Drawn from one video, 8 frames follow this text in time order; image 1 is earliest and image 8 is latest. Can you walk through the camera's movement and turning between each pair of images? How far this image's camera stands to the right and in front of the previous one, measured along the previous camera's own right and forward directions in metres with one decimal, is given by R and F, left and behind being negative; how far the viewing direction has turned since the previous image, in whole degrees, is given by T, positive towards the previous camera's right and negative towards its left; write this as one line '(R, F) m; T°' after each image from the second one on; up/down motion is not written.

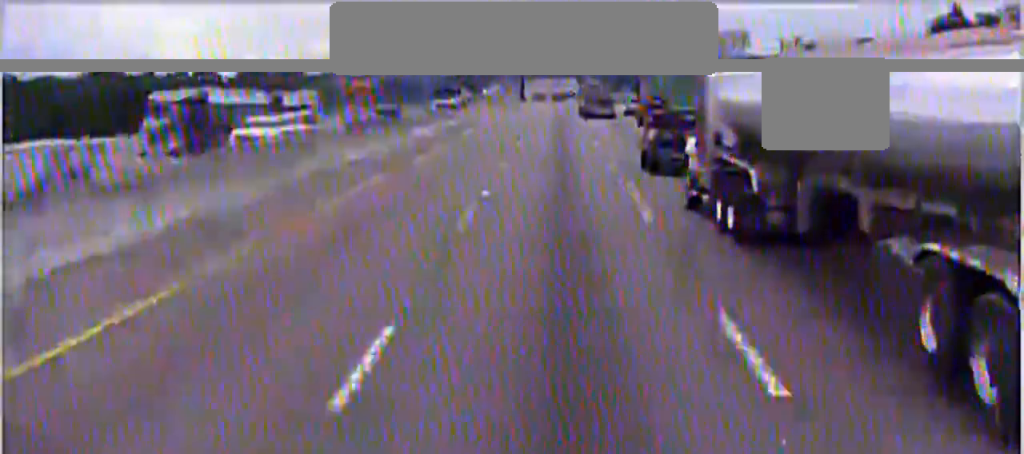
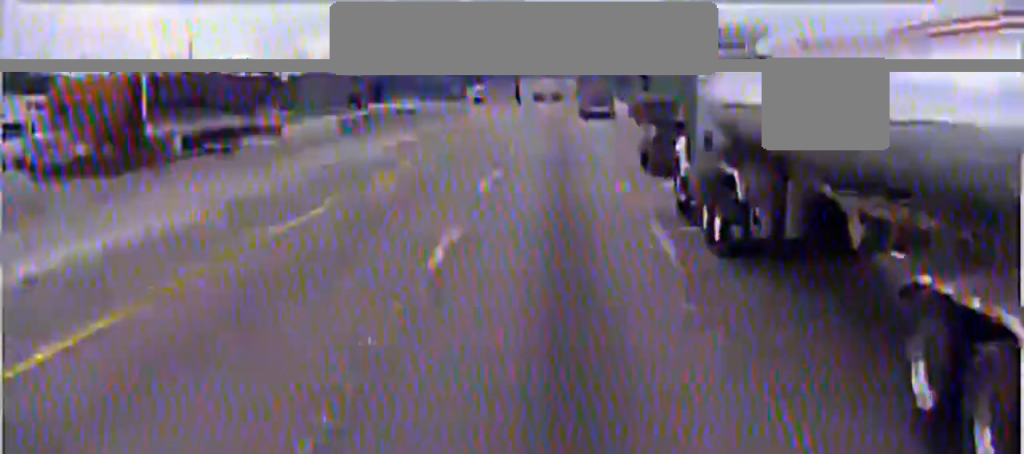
(+0.2, +29.7) m; 0°
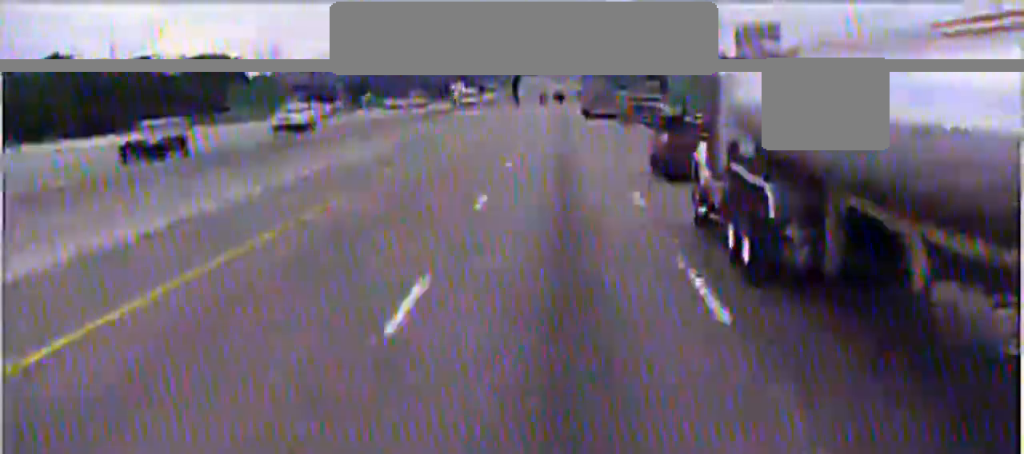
(-0.1, +28.6) m; +1°
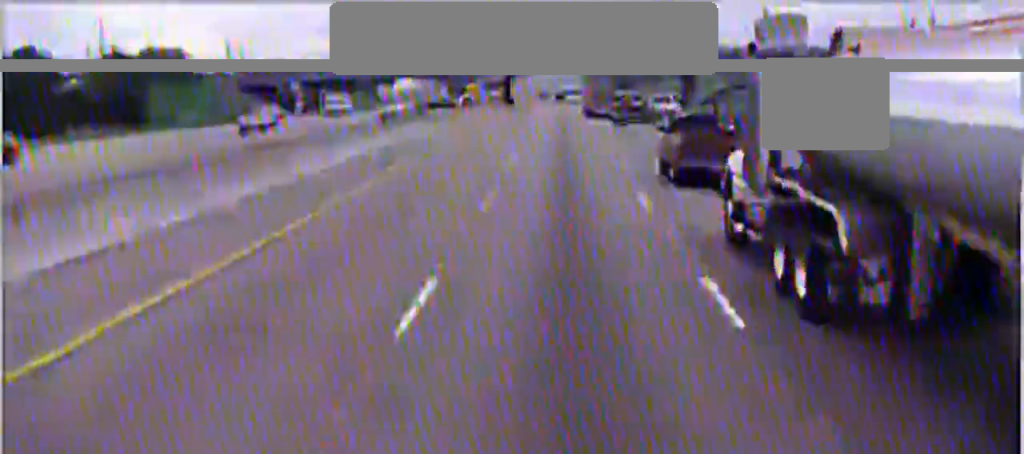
(+0.7, +36.5) m; +1°
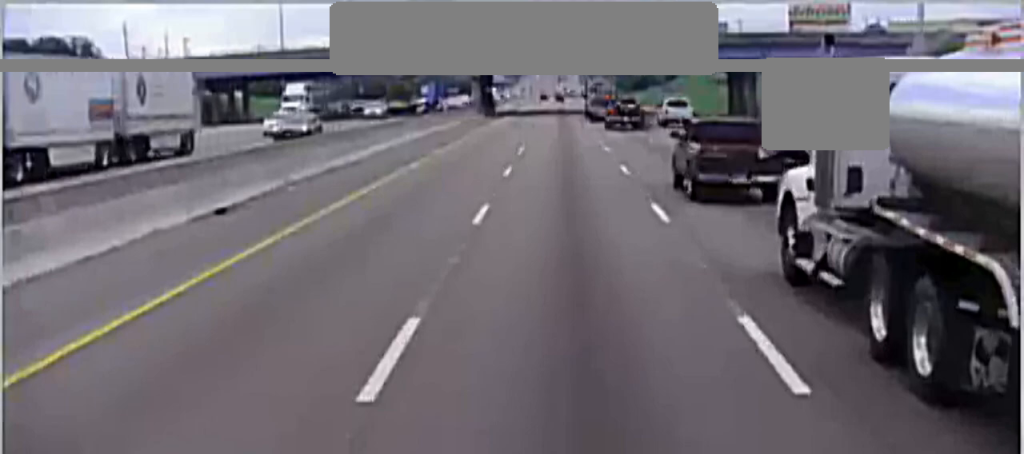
(-1.0, +50.5) m; -2°
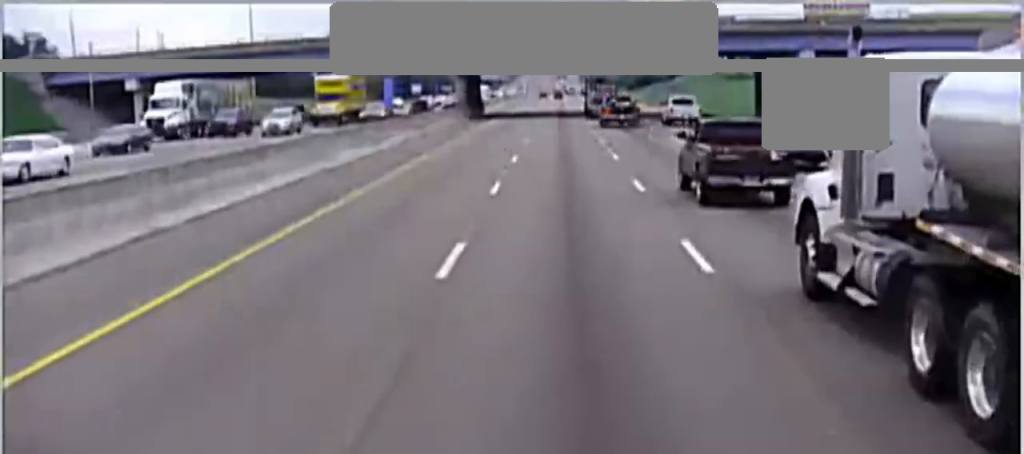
(-0.1, +18.2) m; 0°
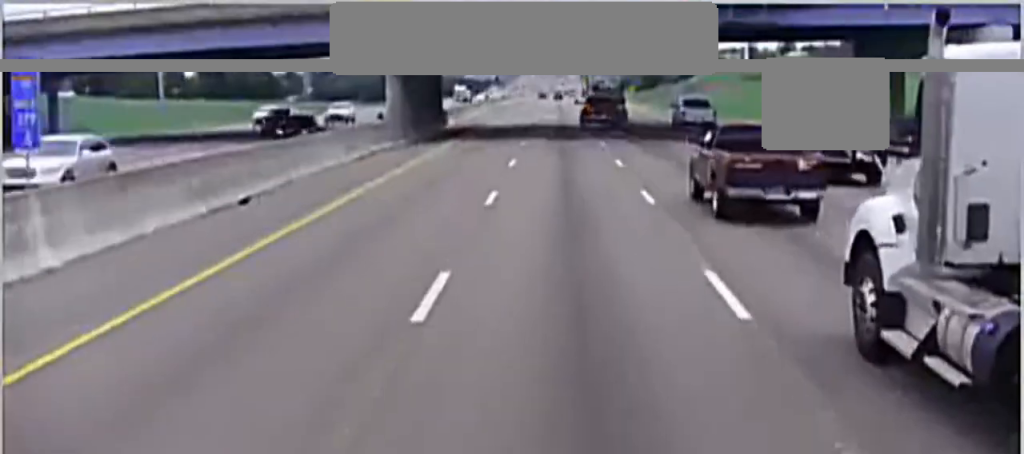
(0.0, +39.3) m; 0°
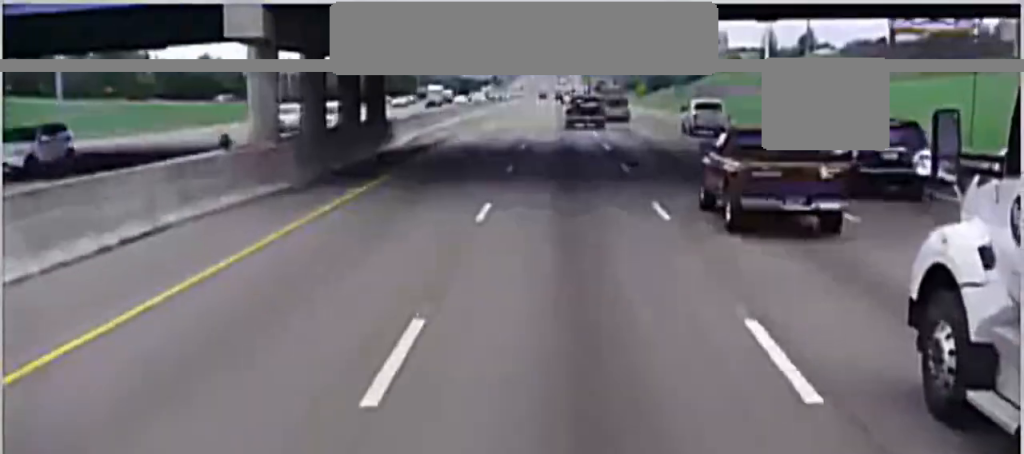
(0.0, +27.1) m; 0°
